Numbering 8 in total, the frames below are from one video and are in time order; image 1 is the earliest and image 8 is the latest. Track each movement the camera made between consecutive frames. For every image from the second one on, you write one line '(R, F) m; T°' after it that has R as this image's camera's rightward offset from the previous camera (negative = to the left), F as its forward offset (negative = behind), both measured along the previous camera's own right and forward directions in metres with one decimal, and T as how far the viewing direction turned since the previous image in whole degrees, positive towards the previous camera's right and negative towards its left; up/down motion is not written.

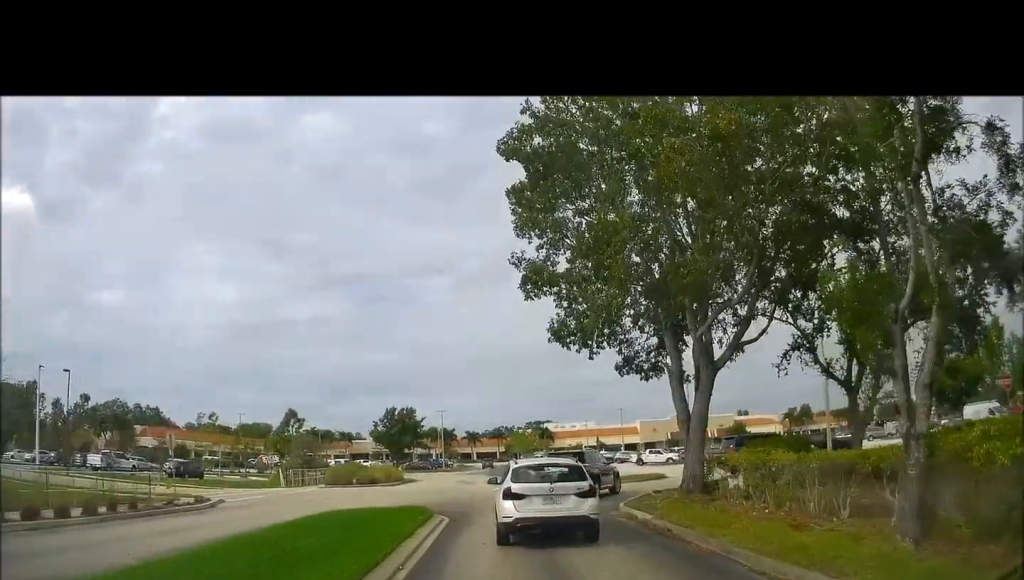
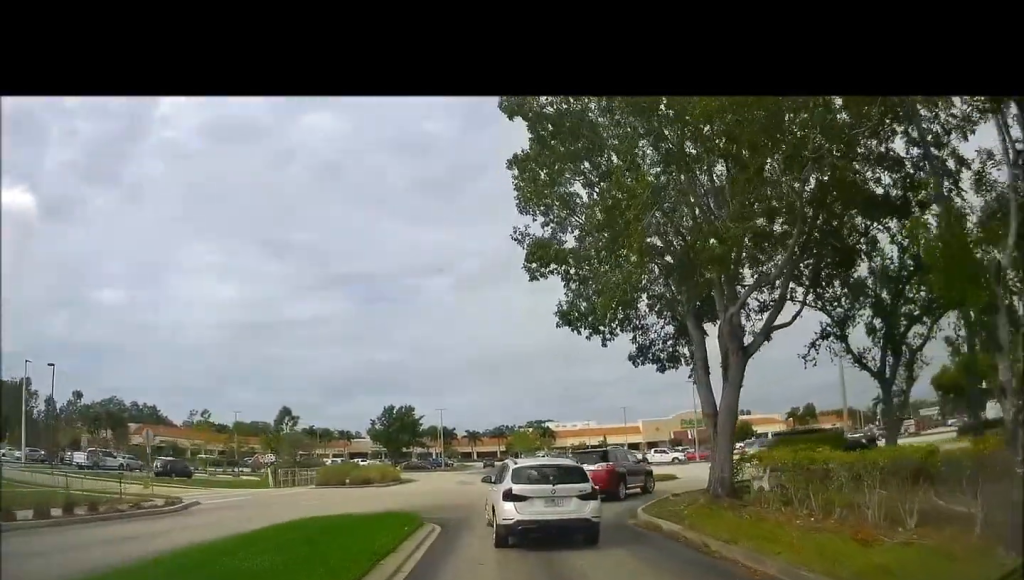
(+0.2, +2.1) m; +4°
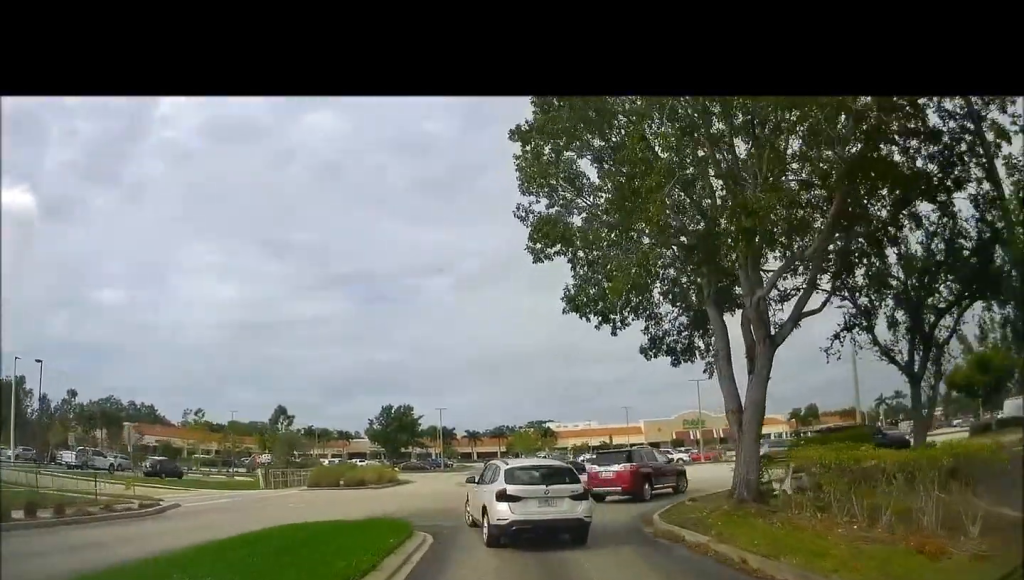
(0.0, +1.6) m; +2°
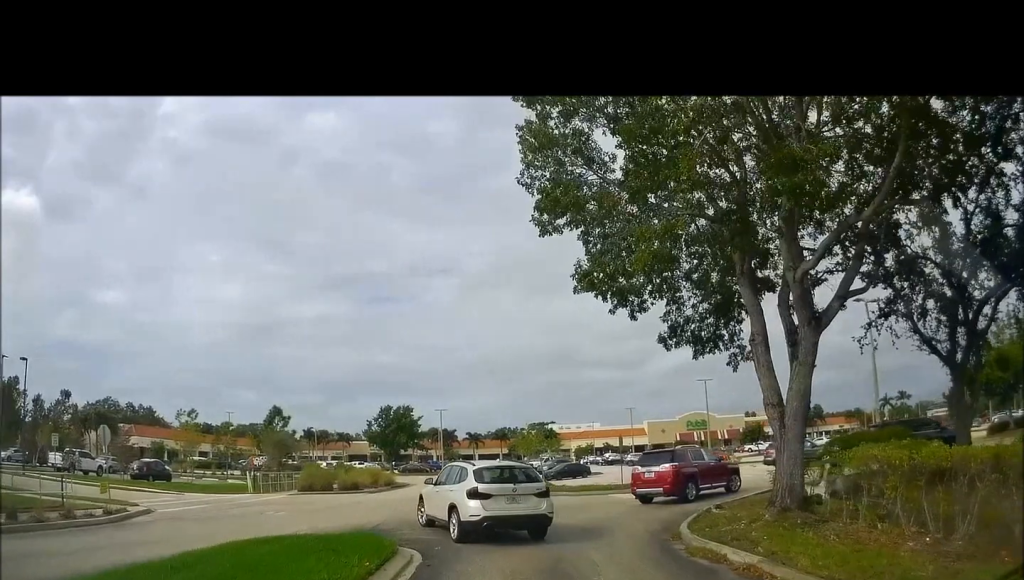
(0.0, +1.9) m; 0°
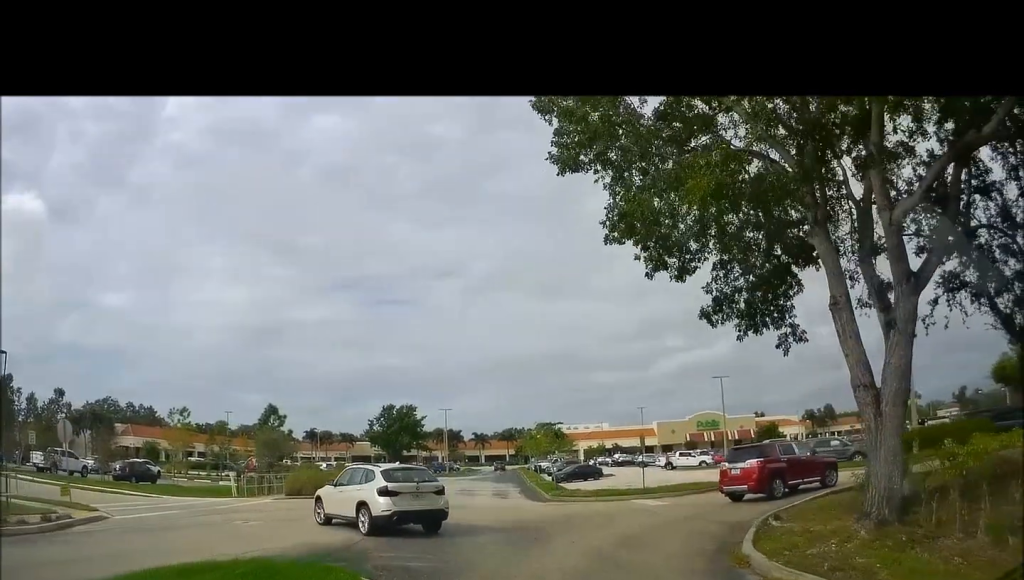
(0.0, +2.4) m; 0°
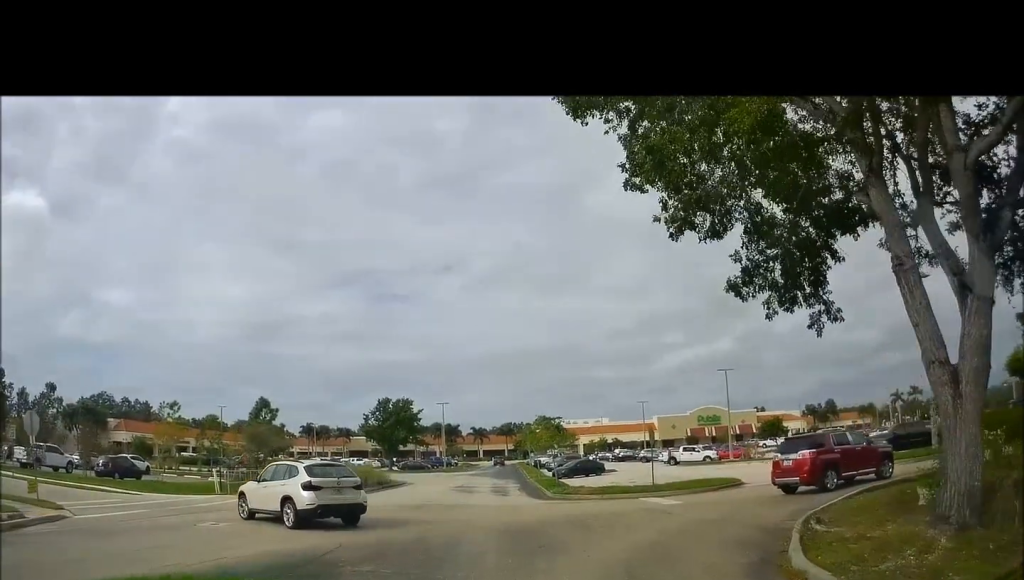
(0.0, +1.4) m; 0°
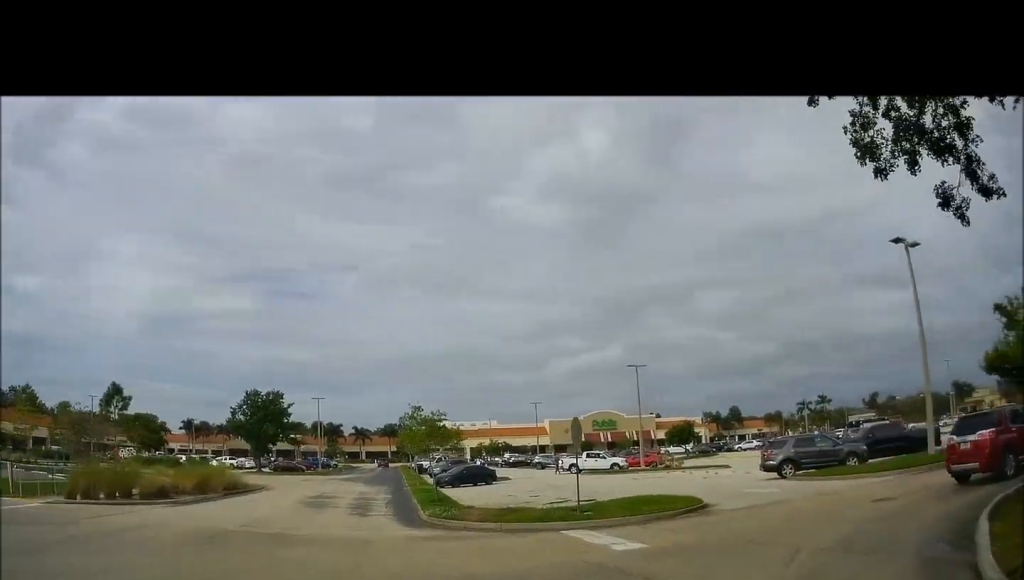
(+0.3, +7.6) m; +11°
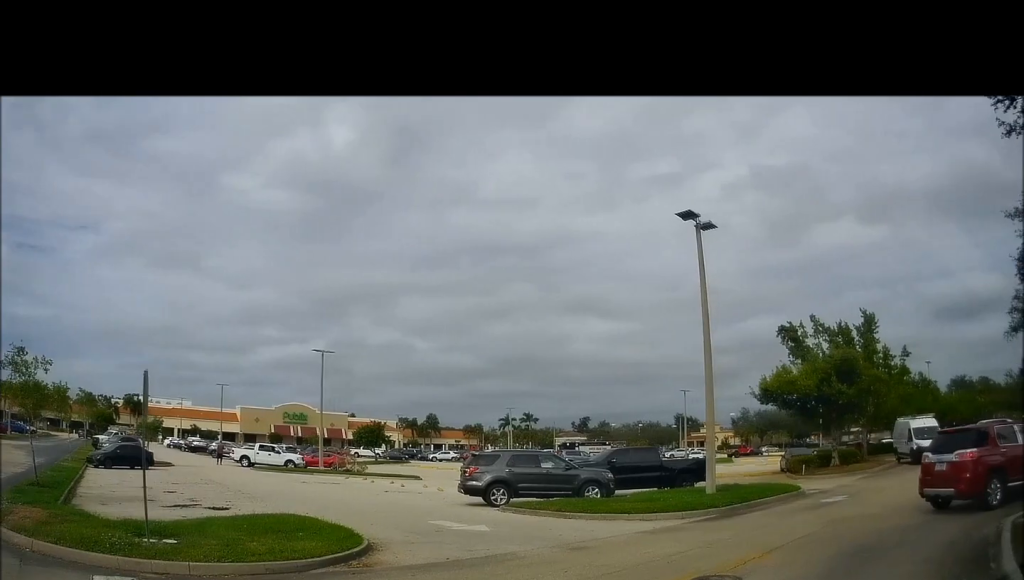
(+1.7, +6.6) m; +36°
